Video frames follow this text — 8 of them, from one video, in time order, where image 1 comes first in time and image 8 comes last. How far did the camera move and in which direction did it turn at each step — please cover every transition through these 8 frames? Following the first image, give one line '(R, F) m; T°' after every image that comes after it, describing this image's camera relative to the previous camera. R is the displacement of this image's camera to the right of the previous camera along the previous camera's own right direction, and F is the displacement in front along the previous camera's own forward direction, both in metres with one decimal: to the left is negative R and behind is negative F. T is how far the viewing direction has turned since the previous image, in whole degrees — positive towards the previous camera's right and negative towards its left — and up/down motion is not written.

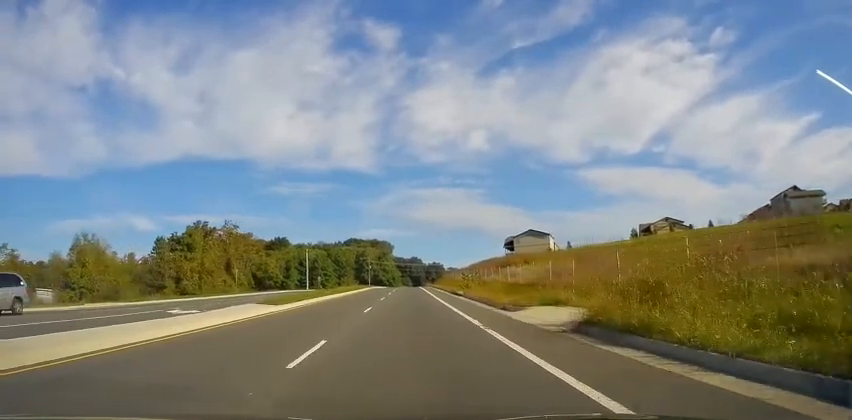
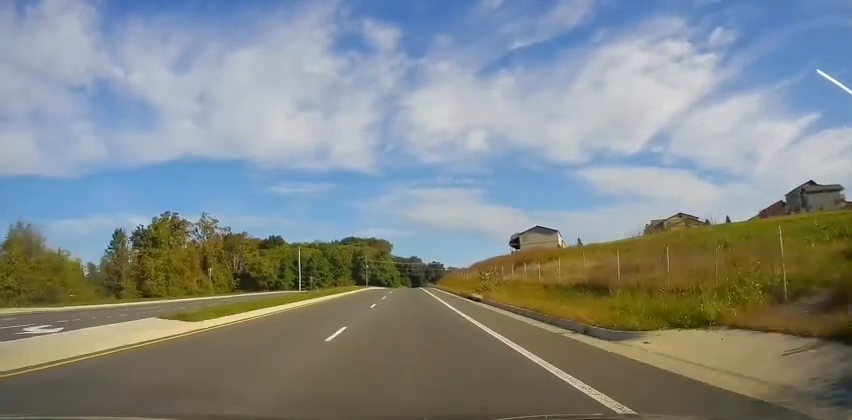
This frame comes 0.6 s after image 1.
(-0.1, +9.1) m; 0°
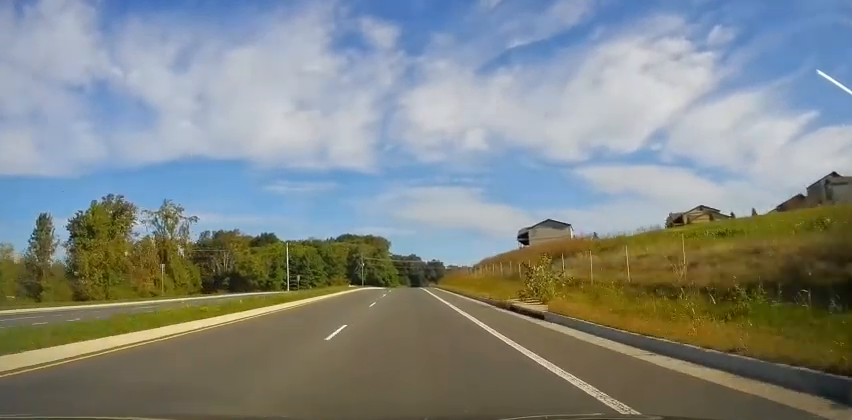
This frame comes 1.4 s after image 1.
(-0.3, +12.1) m; 0°
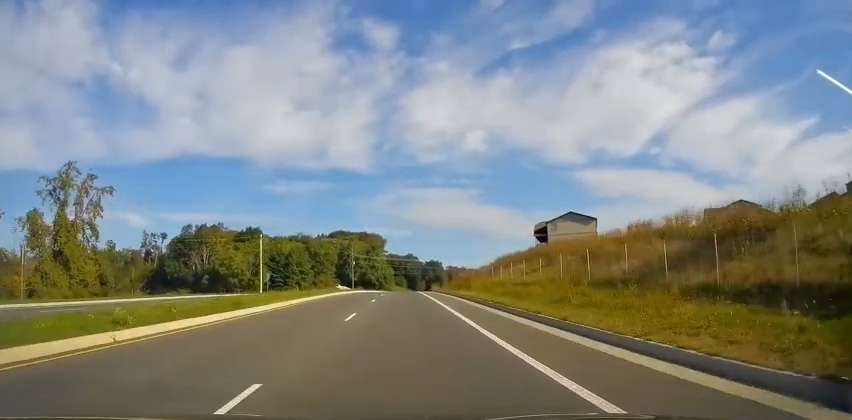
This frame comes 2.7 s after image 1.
(+0.5, +20.0) m; +1°
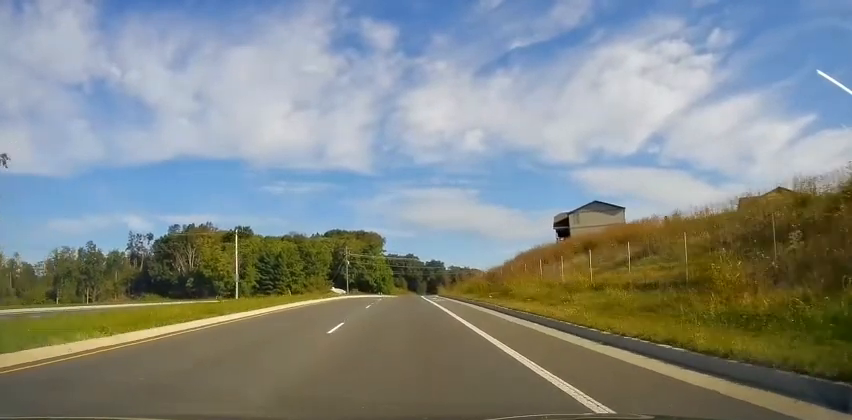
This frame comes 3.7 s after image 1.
(0.0, +15.1) m; -1°
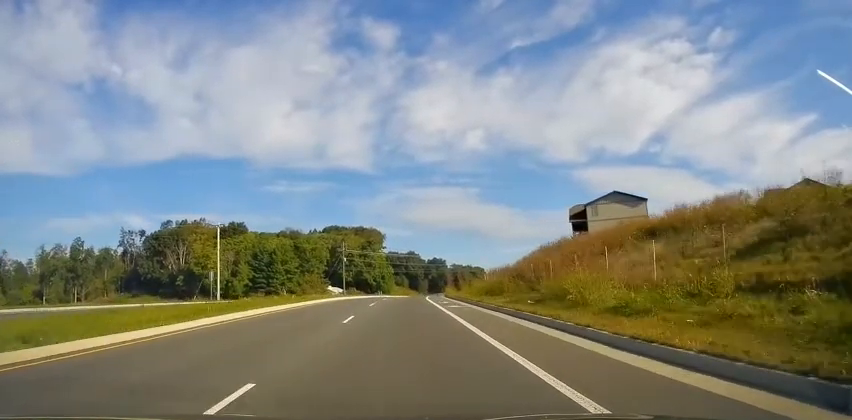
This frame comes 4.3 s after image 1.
(+0.1, +9.0) m; -1°
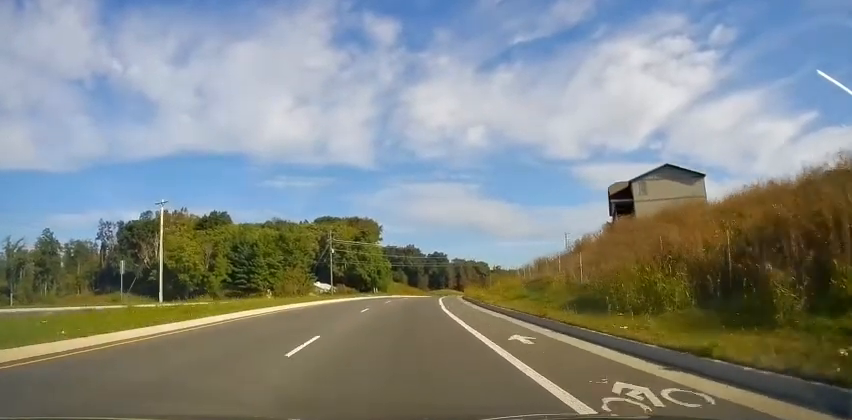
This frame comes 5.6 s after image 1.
(-0.3, +18.7) m; 0°
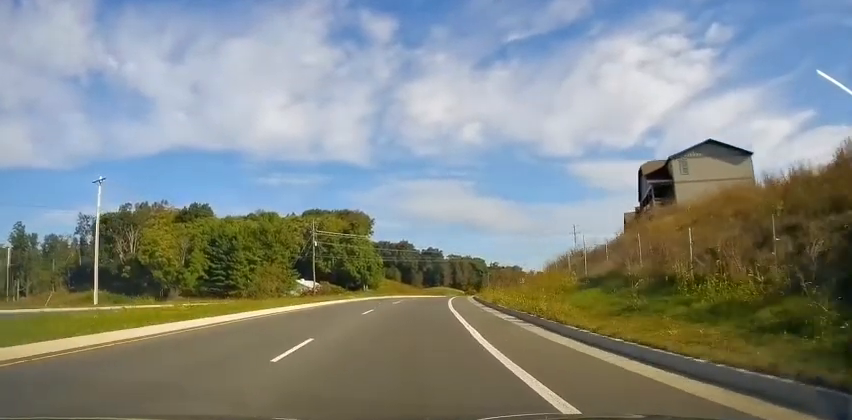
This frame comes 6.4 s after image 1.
(+0.2, +12.8) m; +1°
